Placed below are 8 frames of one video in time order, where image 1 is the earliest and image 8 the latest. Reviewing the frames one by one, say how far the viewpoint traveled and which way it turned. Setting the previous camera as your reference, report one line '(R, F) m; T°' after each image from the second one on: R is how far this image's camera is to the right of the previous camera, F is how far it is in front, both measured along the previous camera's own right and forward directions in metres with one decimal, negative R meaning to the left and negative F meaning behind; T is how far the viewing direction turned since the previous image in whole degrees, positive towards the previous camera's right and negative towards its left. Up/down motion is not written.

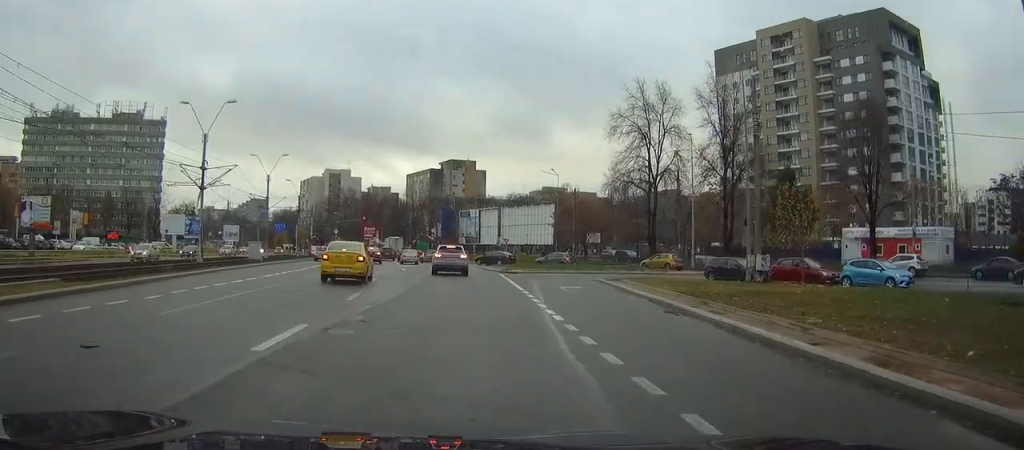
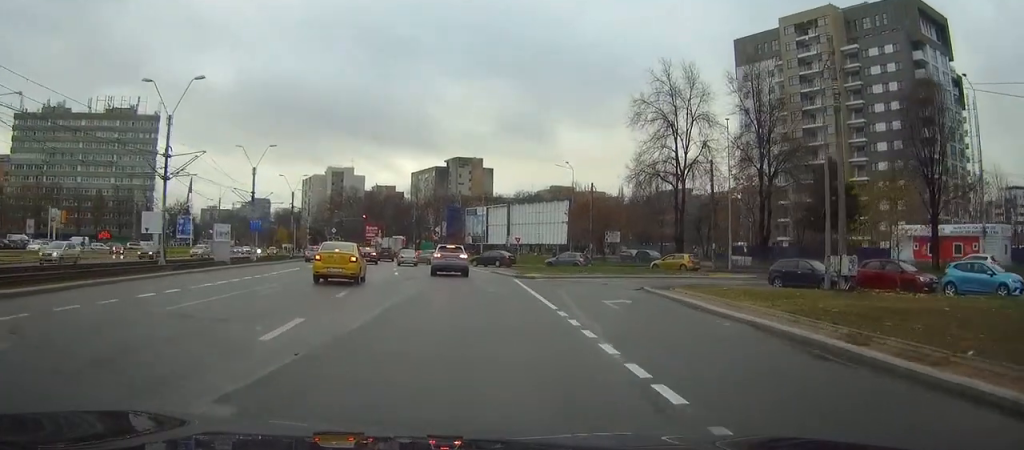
(0.0, +8.5) m; 0°
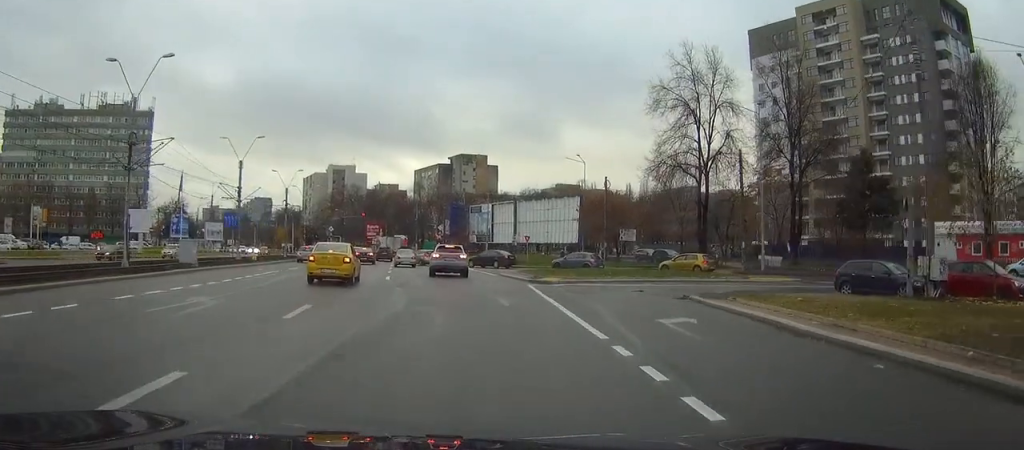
(0.0, +6.2) m; 0°
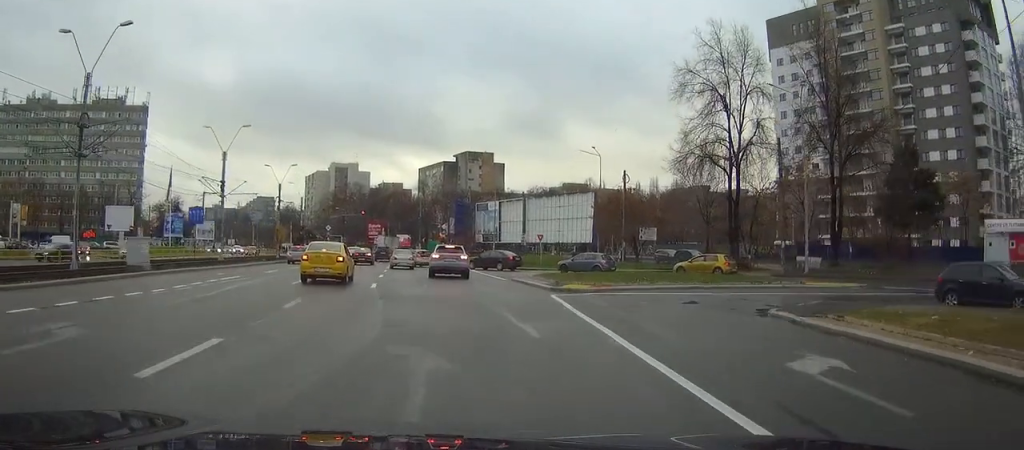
(0.0, +7.0) m; 0°
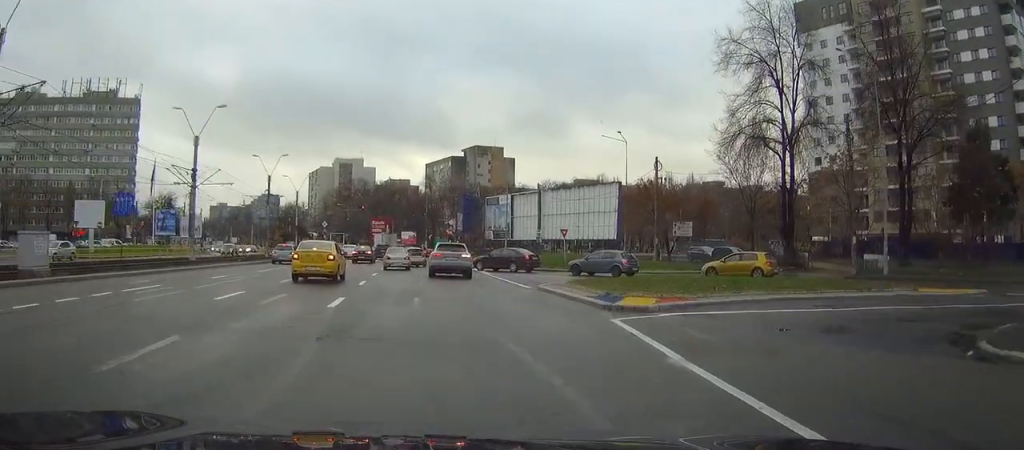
(0.0, +9.3) m; 0°
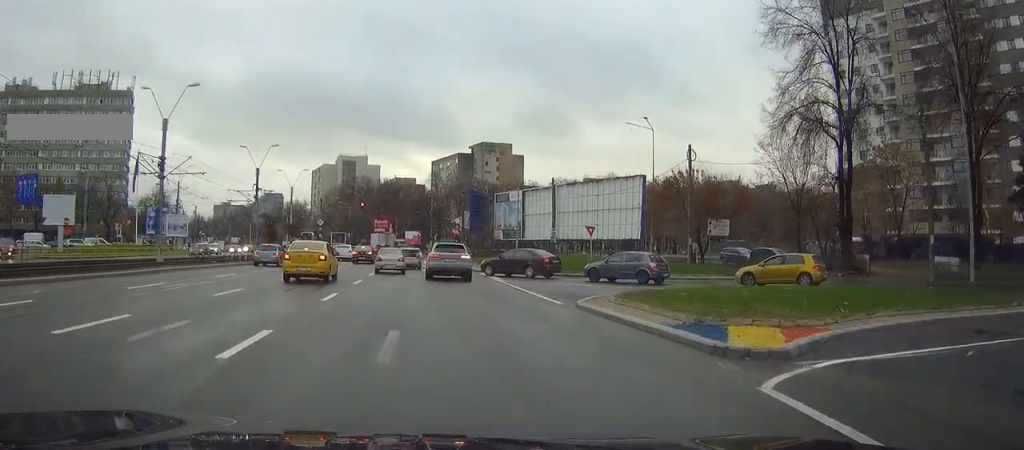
(0.0, +7.8) m; 0°
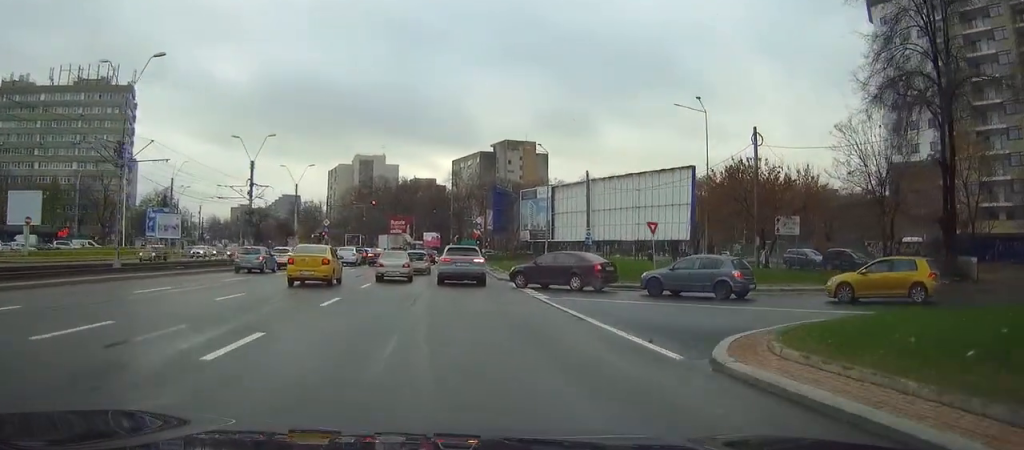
(0.0, +9.4) m; -1°
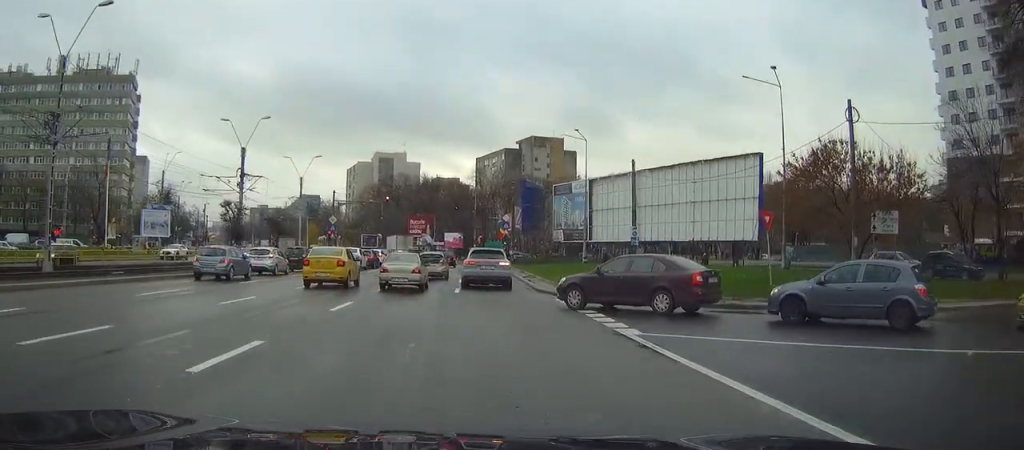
(-0.1, +9.8) m; -3°
